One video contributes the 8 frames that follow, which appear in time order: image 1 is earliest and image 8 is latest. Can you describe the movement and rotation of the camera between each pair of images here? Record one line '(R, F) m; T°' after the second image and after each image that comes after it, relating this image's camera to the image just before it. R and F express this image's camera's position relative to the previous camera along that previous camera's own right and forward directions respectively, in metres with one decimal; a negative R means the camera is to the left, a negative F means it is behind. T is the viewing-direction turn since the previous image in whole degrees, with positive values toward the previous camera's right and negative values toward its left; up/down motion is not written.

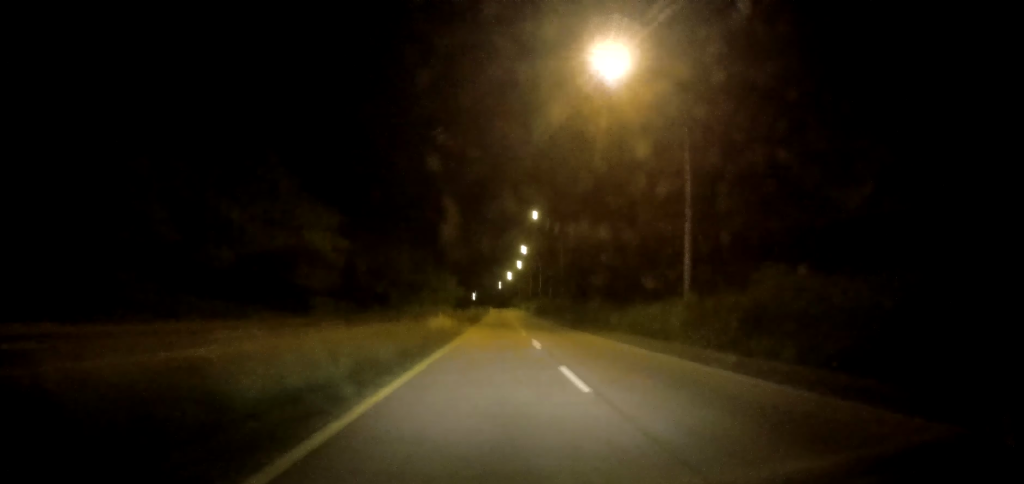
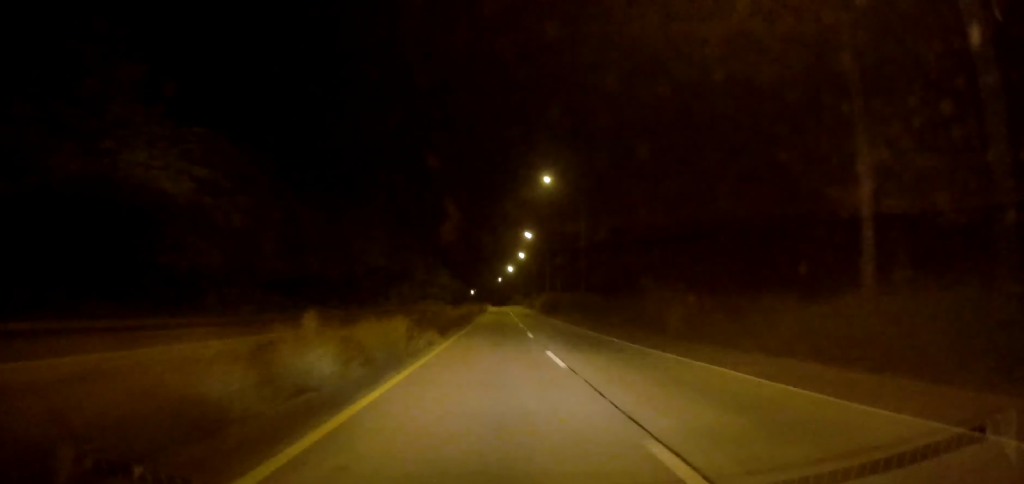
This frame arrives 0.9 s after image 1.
(0.0, +19.2) m; 0°
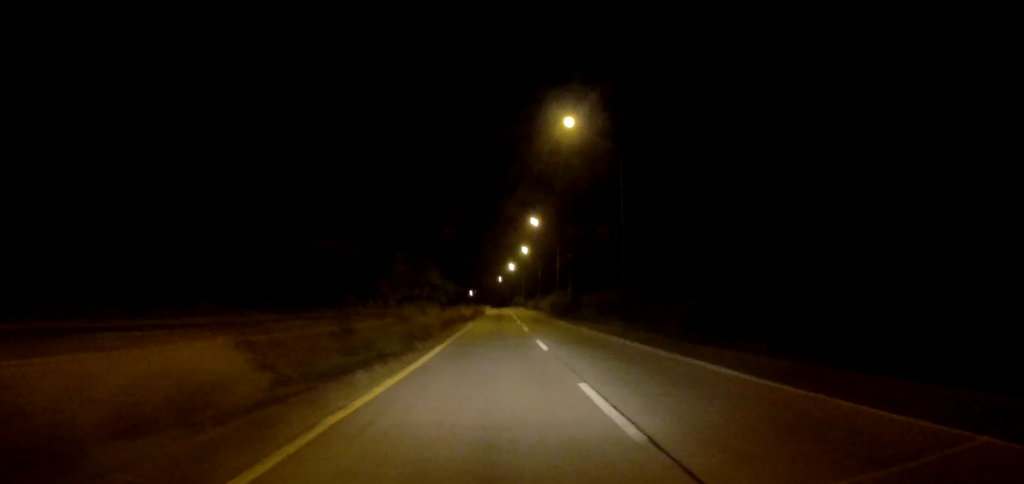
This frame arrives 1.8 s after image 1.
(-0.1, +19.1) m; 0°
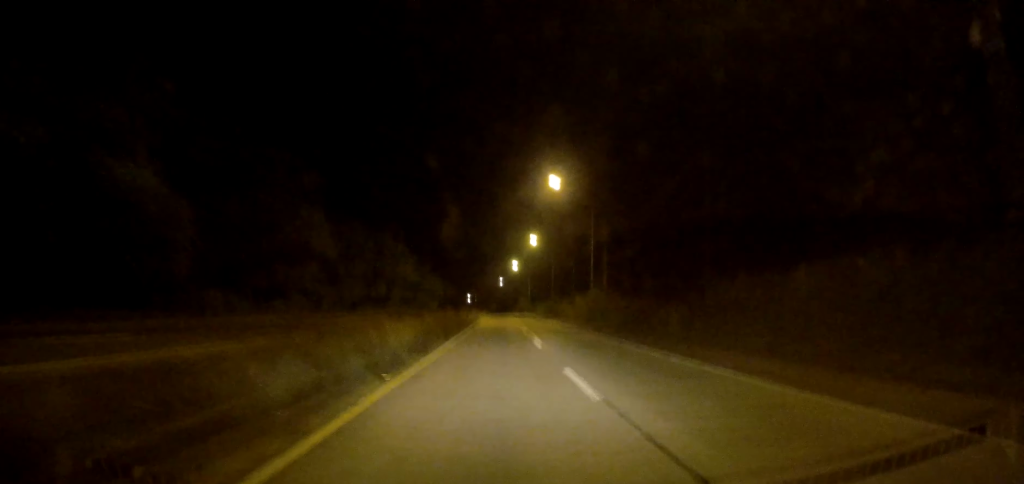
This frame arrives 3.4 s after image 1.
(+0.3, +32.1) m; +1°
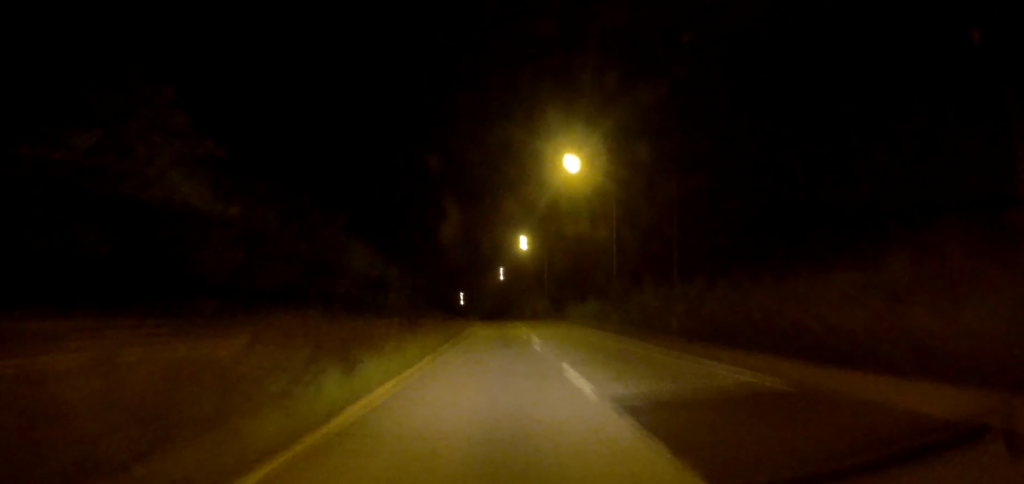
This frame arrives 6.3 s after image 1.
(+0.2, +57.4) m; 0°
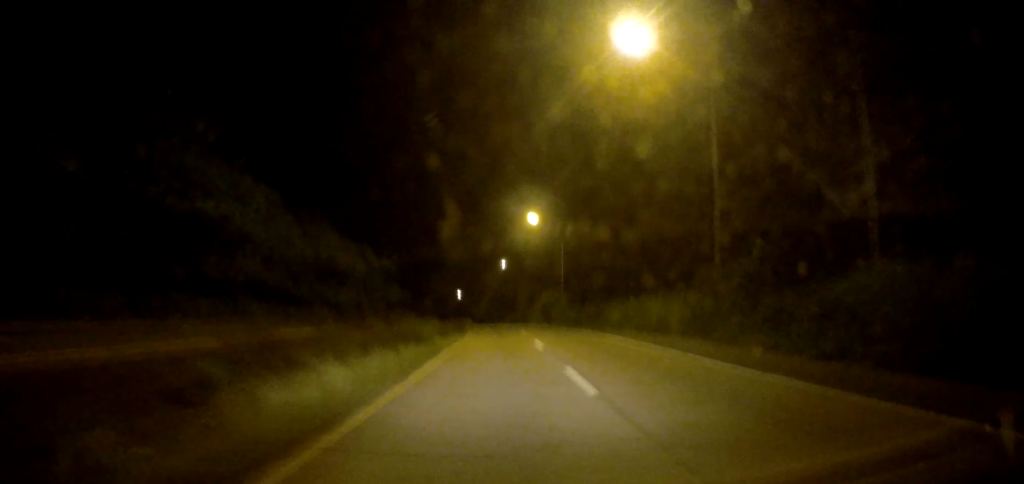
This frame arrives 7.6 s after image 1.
(0.0, +23.7) m; -1°
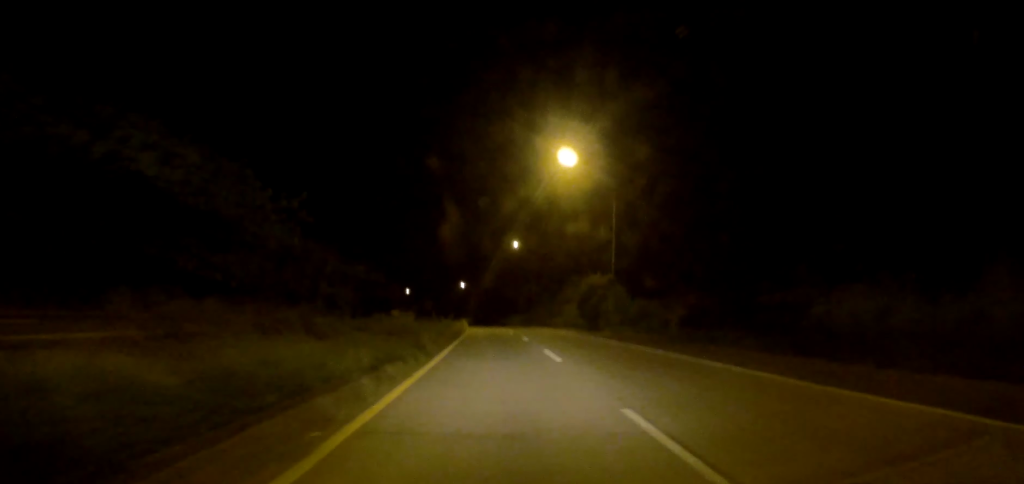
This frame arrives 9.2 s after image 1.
(-0.3, +29.4) m; -1°
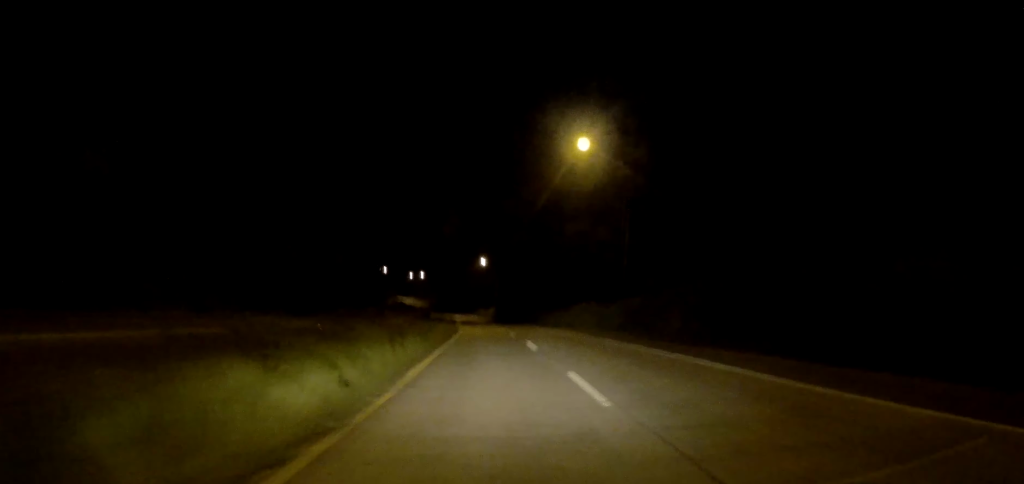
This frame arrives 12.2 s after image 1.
(-0.5, +54.7) m; -3°
